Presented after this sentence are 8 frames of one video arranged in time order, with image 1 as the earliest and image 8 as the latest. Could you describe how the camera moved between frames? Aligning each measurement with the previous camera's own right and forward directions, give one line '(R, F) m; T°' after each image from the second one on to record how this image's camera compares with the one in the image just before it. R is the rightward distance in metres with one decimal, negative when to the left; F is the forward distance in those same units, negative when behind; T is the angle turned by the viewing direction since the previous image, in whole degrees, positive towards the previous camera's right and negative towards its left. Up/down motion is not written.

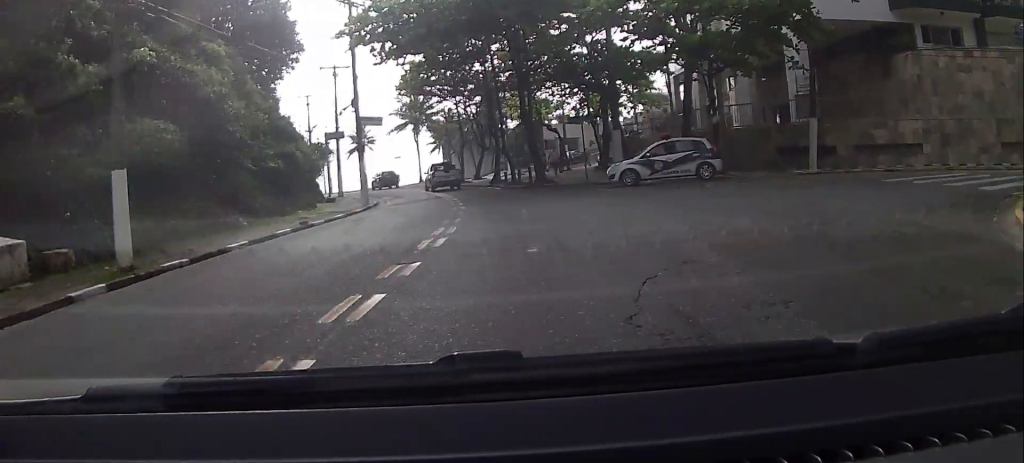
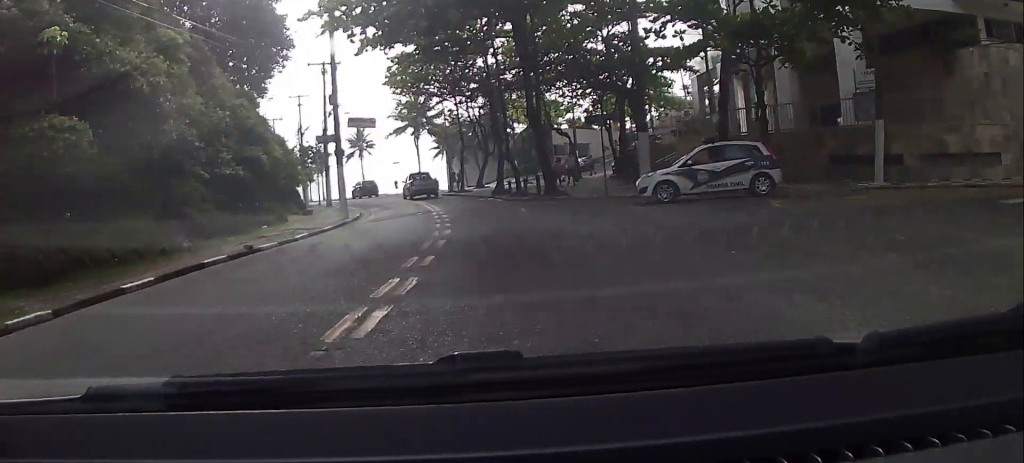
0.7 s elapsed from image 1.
(+0.5, +5.4) m; +6°
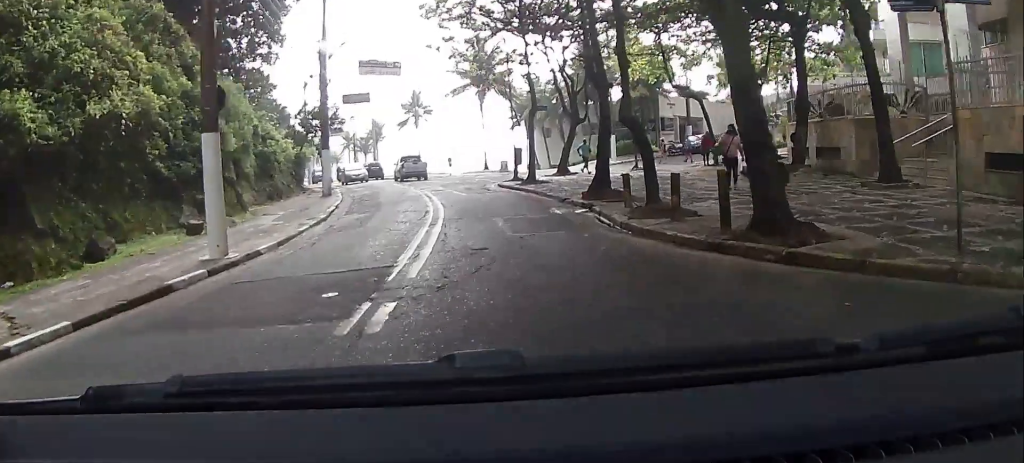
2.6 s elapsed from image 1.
(-1.4, +15.4) m; -11°
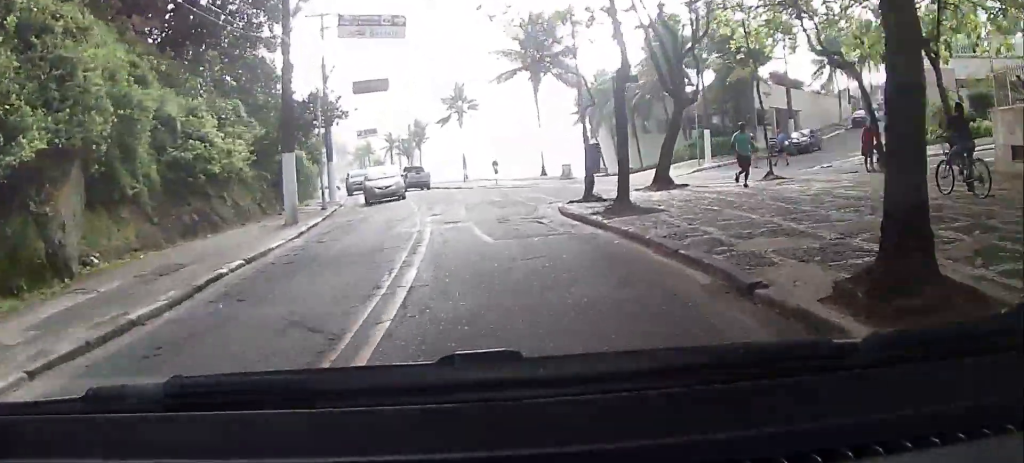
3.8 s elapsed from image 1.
(+0.6, +11.5) m; +3°
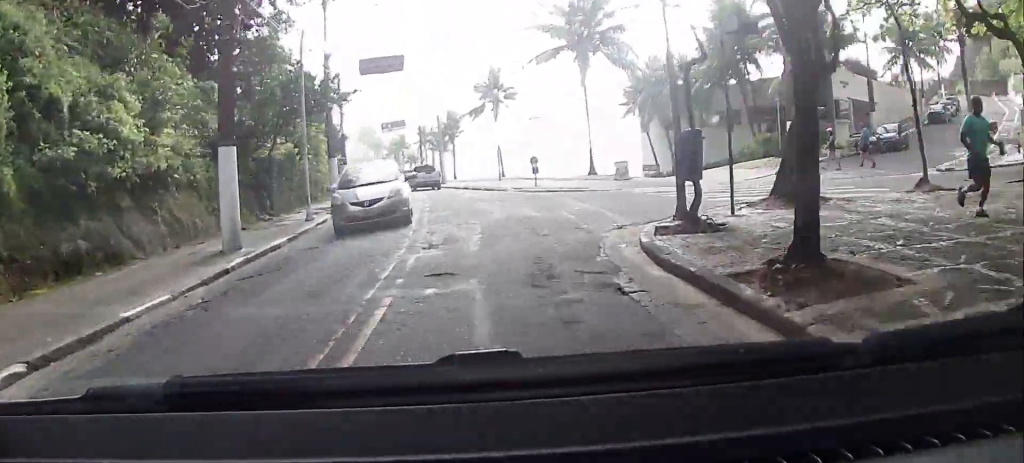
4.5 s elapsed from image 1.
(0.0, +6.9) m; 0°
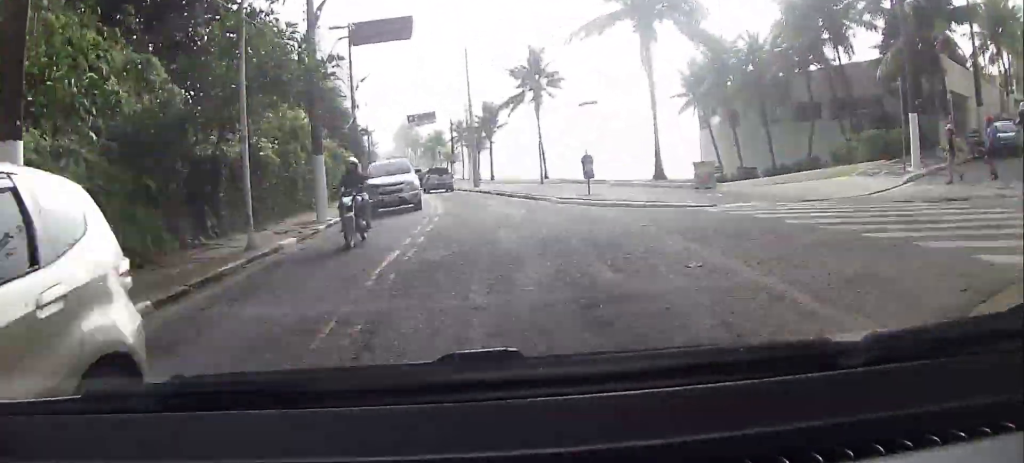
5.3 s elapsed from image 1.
(0.0, +7.8) m; 0°
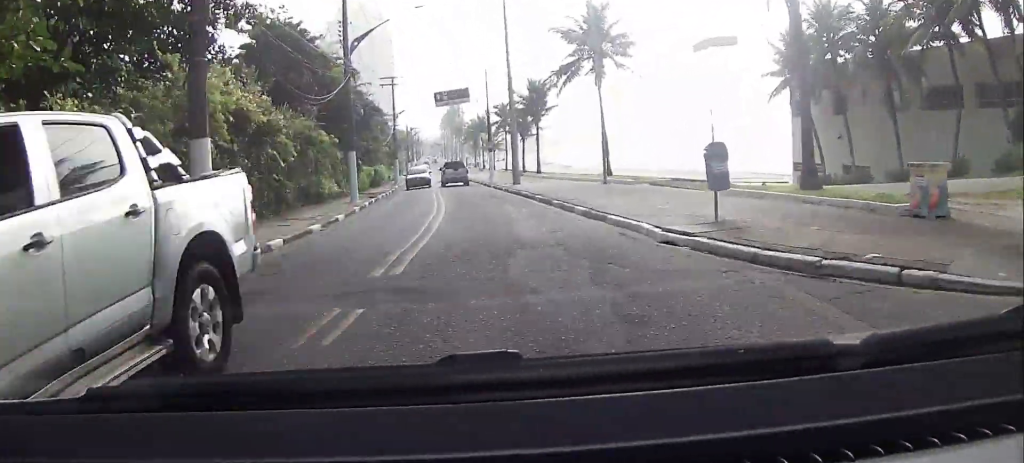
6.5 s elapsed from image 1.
(-0.1, +11.2) m; -6°
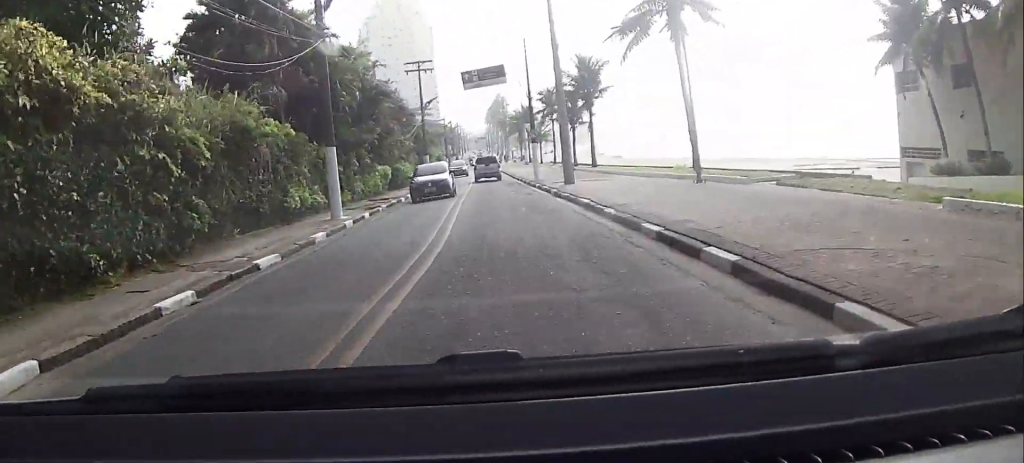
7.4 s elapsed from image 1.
(-0.8, +8.8) m; -8°
